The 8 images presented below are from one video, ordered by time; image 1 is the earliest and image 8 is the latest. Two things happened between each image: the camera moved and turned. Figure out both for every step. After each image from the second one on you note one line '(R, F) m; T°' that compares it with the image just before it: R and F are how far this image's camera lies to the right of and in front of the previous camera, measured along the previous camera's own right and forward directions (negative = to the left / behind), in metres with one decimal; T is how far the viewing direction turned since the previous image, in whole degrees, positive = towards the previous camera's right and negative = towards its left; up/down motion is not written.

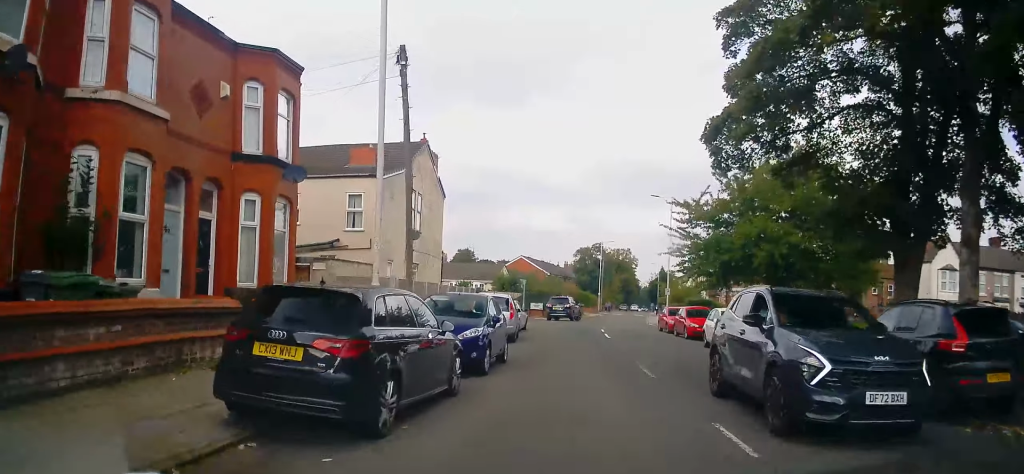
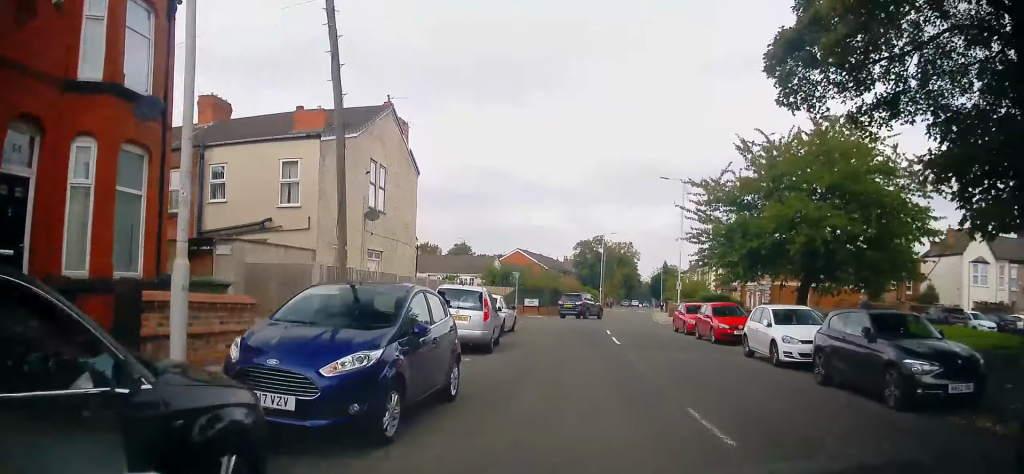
(+0.1, +5.5) m; +1°
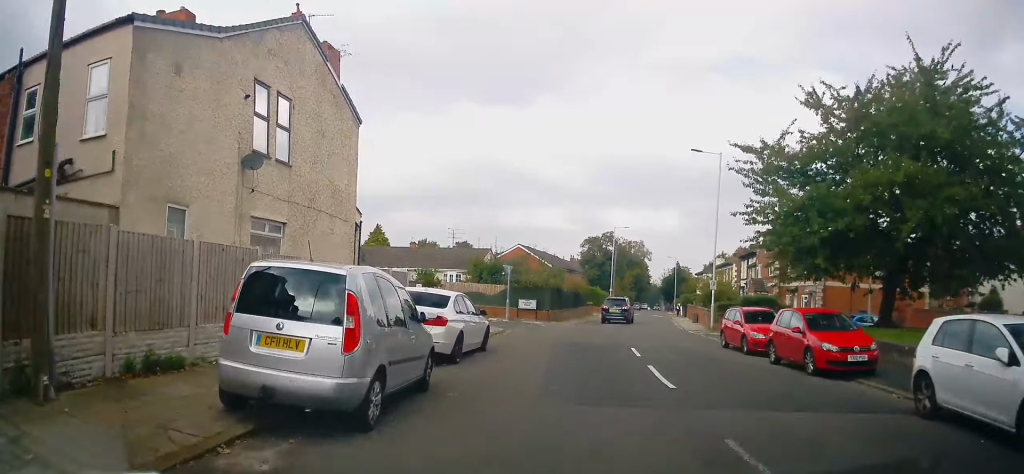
(+0.1, +8.9) m; -1°
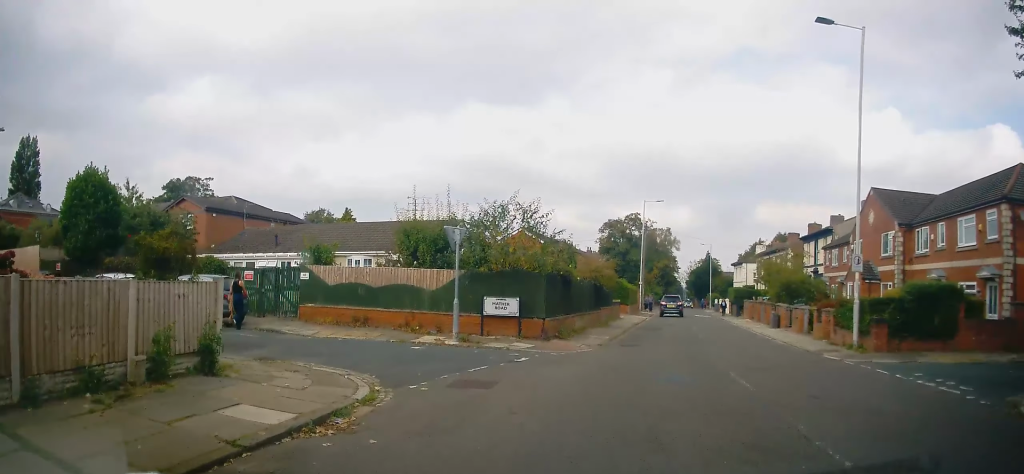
(-0.7, +17.8) m; -4°
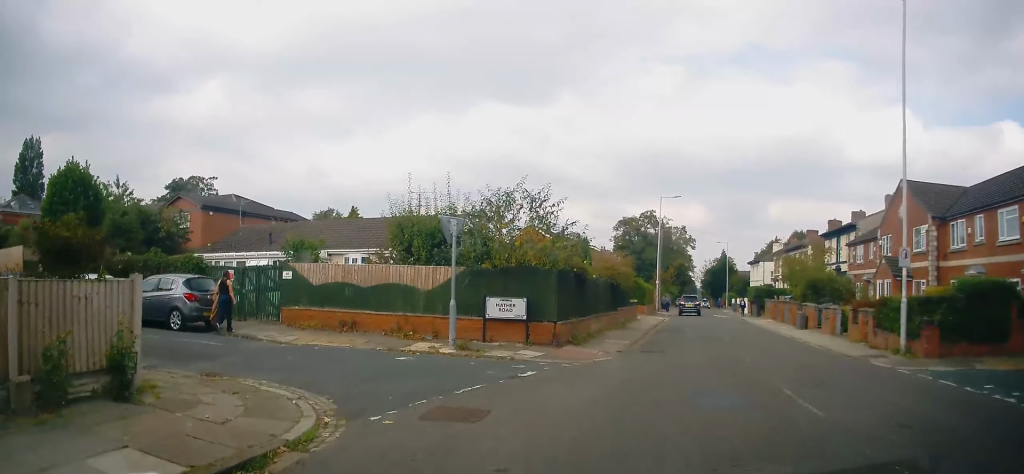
(0.0, +2.3) m; -1°
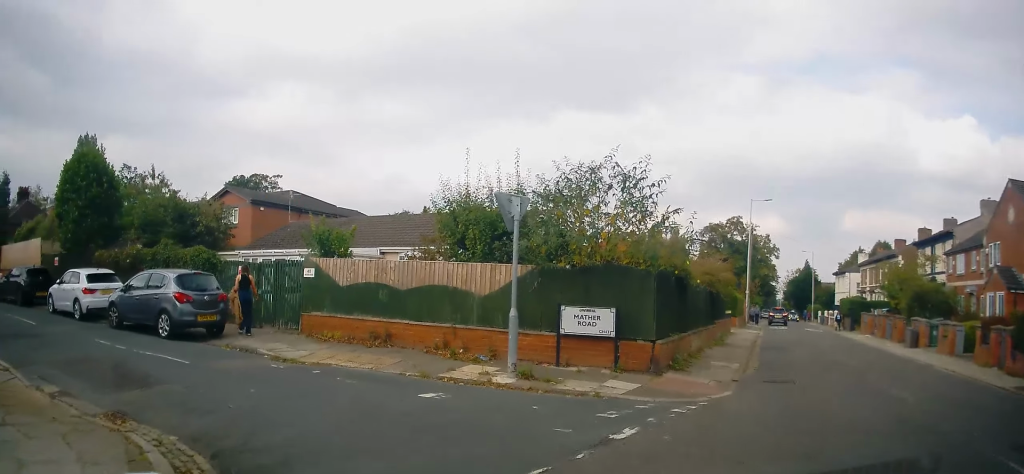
(-0.1, +4.3) m; -5°
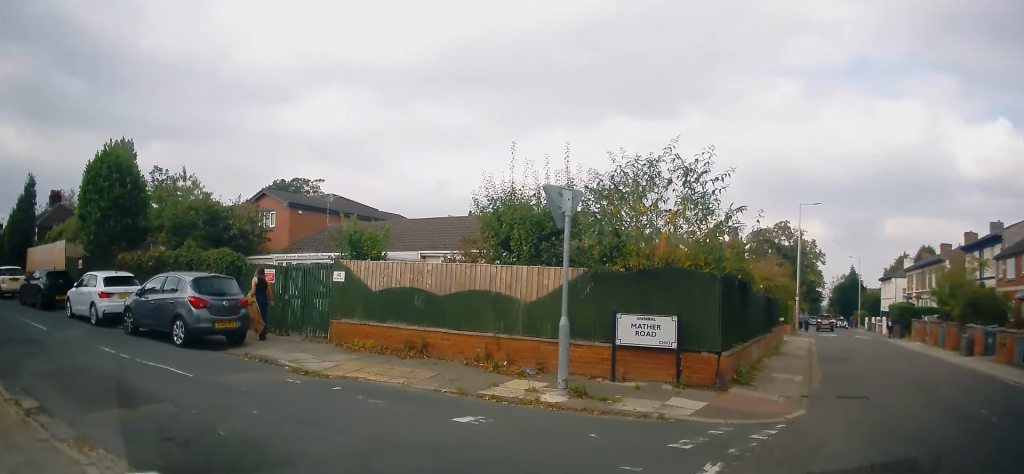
(0.0, +1.3) m; -5°
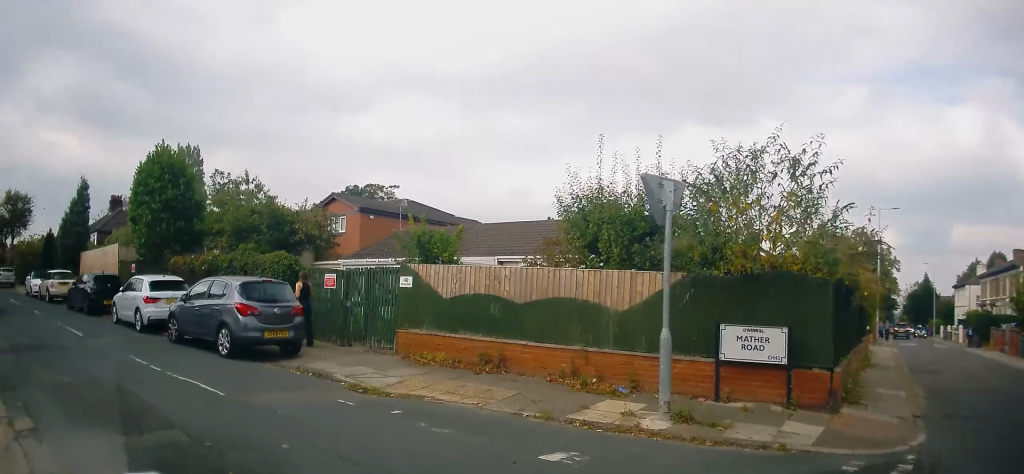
(0.0, +1.5) m; -9°
